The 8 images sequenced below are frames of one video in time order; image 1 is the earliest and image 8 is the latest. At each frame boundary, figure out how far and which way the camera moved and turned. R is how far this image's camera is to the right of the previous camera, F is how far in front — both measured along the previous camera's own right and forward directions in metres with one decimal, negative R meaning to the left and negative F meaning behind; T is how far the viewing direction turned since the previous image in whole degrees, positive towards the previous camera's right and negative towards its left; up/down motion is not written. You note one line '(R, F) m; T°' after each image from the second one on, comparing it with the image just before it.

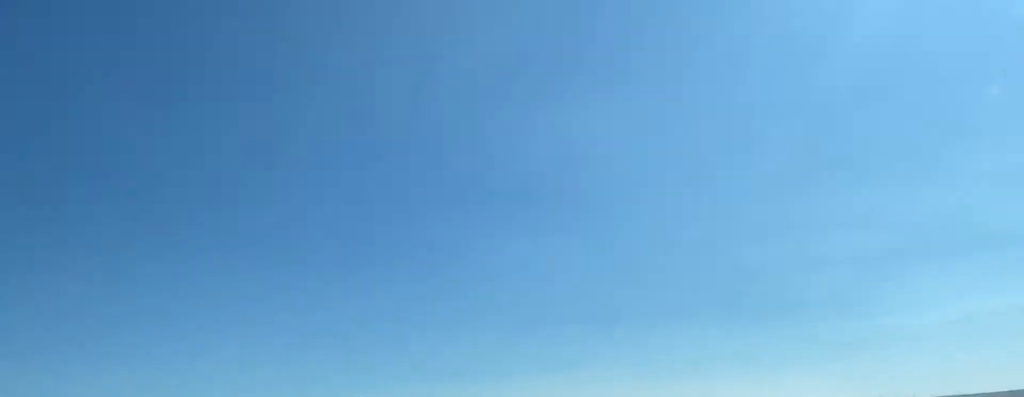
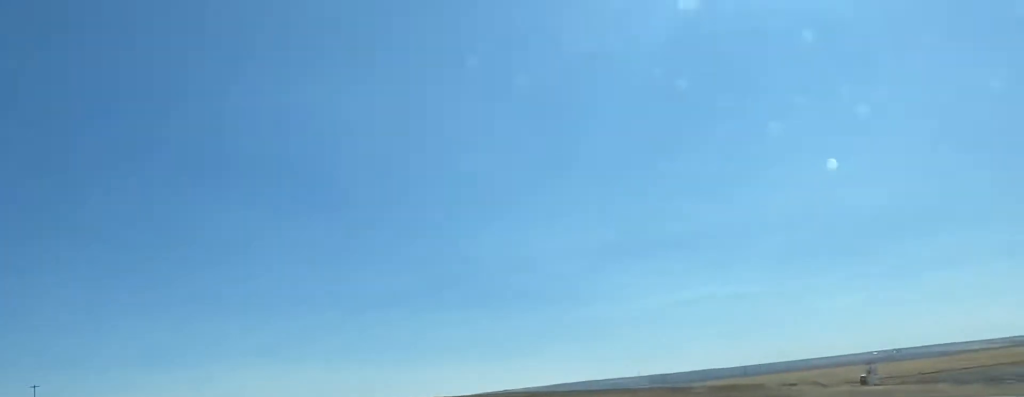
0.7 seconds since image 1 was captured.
(+2.0, +15.1) m; +14°
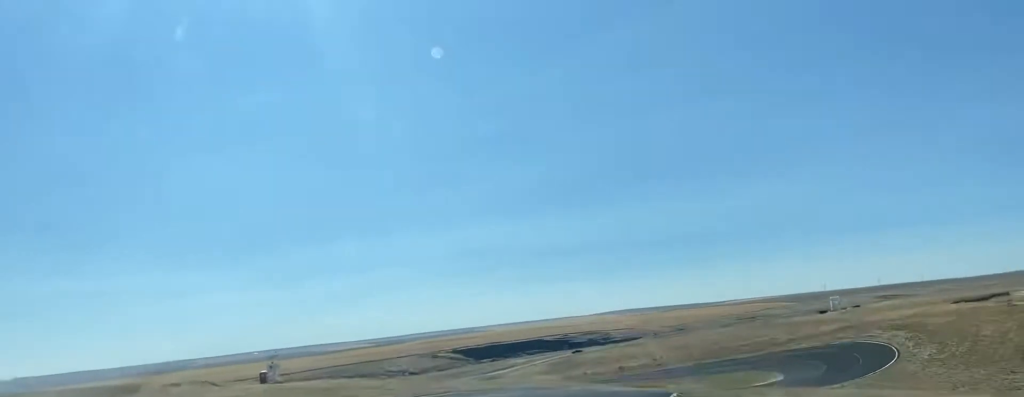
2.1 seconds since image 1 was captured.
(+9.3, +35.4) m; +29°
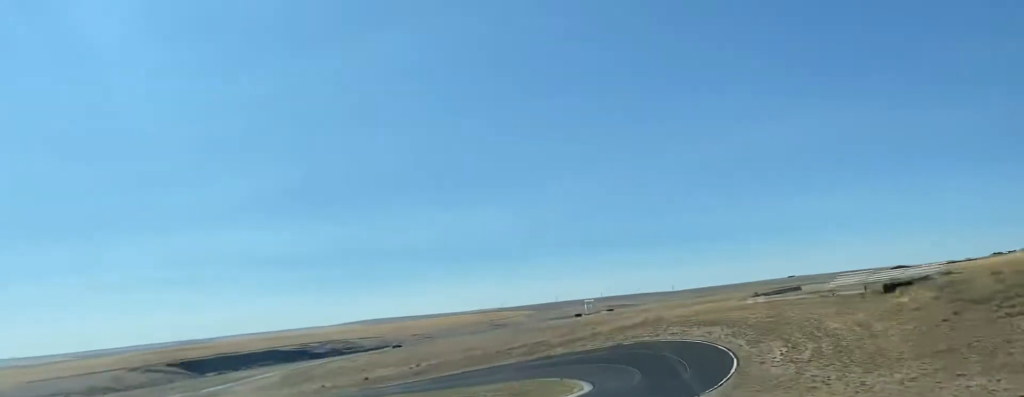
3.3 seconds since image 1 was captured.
(+6.1, +34.6) m; +18°
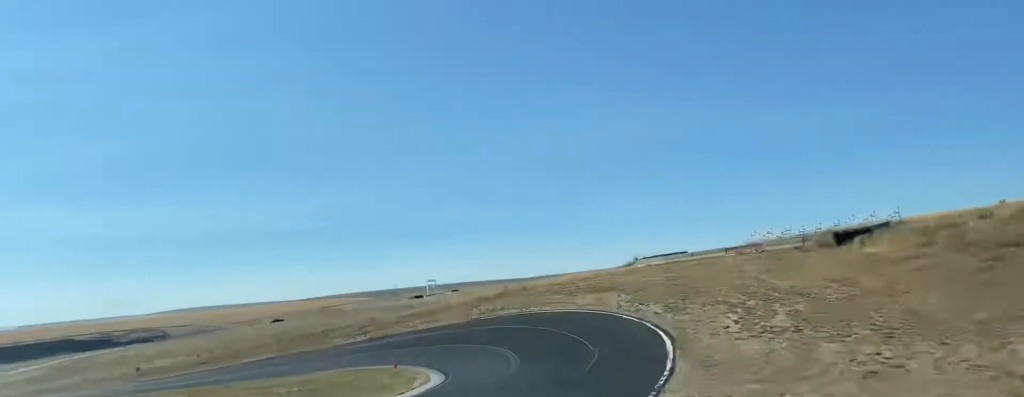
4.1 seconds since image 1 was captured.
(+2.7, +26.4) m; +9°
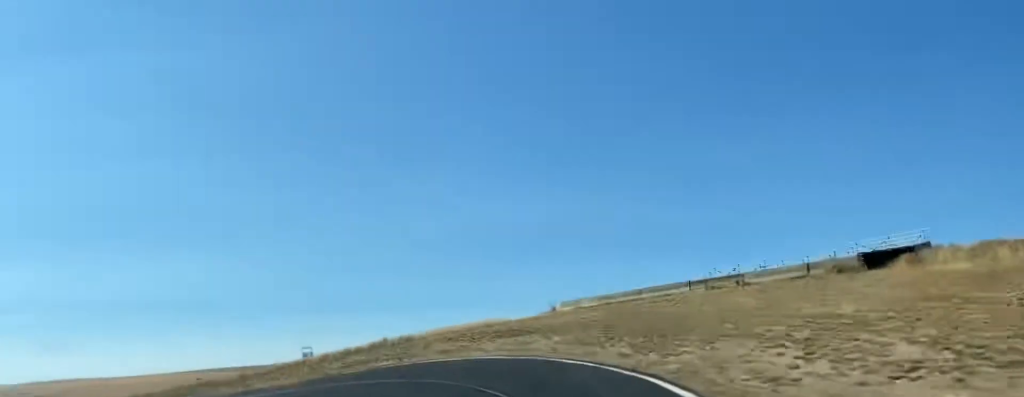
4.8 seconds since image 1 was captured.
(+1.2, +21.1) m; +1°
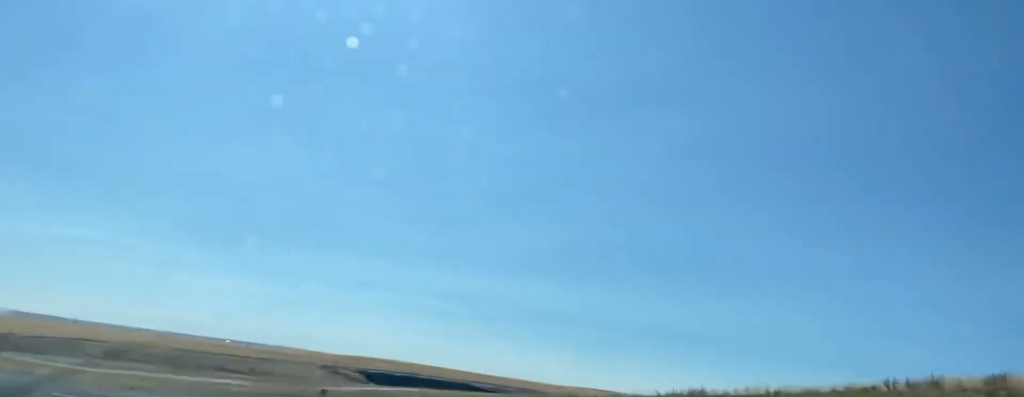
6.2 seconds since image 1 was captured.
(-4.0, +41.0) m; -31°
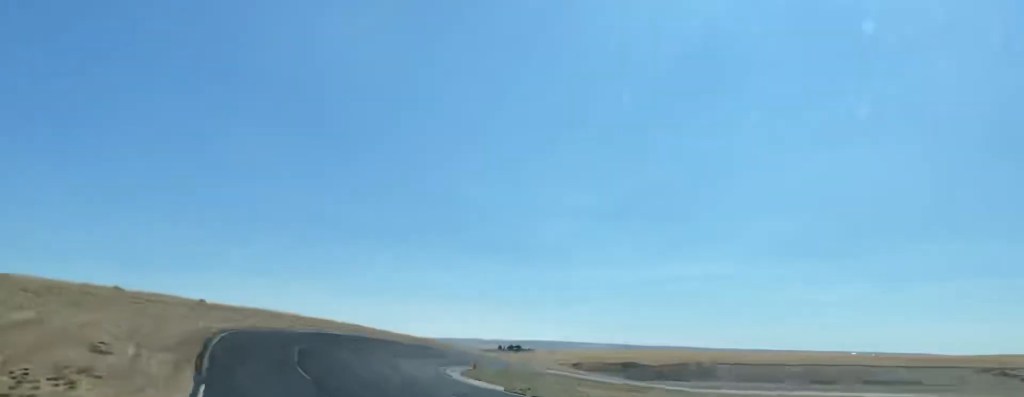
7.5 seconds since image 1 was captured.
(-15.9, +32.6) m; -53°
